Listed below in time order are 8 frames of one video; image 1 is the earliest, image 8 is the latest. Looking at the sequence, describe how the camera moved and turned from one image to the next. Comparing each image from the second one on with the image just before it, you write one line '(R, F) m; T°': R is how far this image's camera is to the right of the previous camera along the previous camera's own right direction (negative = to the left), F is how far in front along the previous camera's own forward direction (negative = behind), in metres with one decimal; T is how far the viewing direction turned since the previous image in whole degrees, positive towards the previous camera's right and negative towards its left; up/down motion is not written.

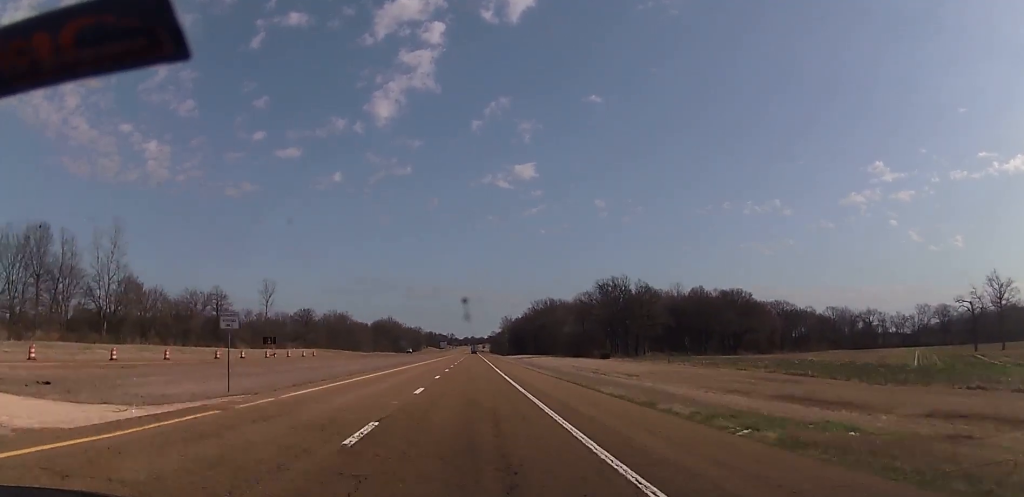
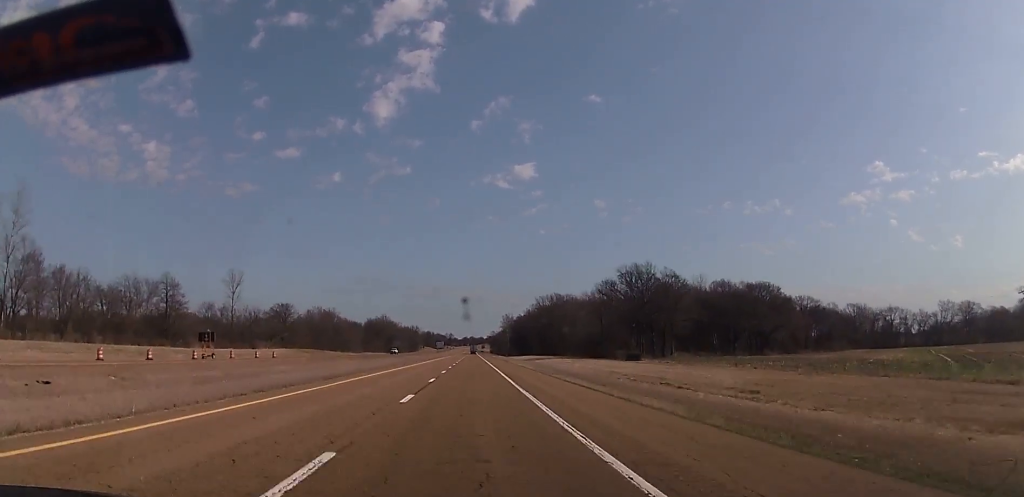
(0.0, +28.4) m; 0°
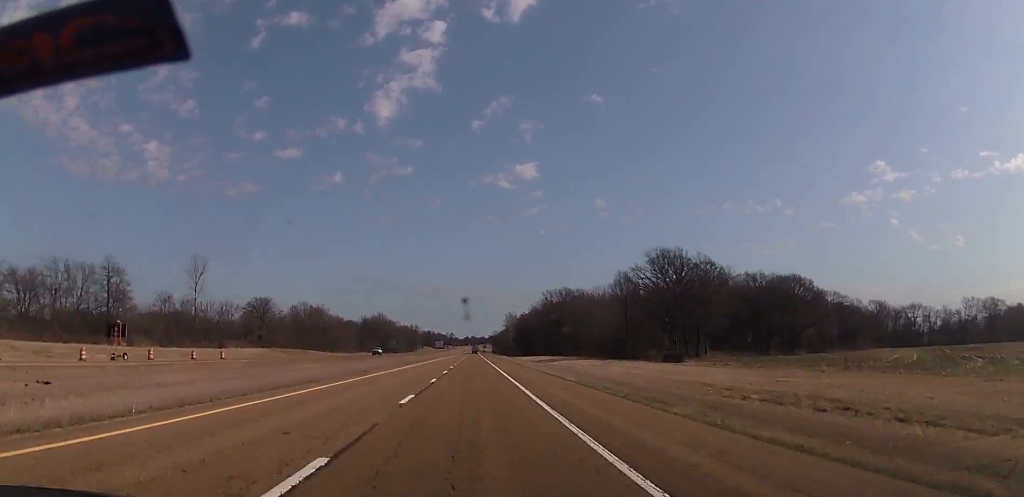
(+0.1, +24.9) m; 0°
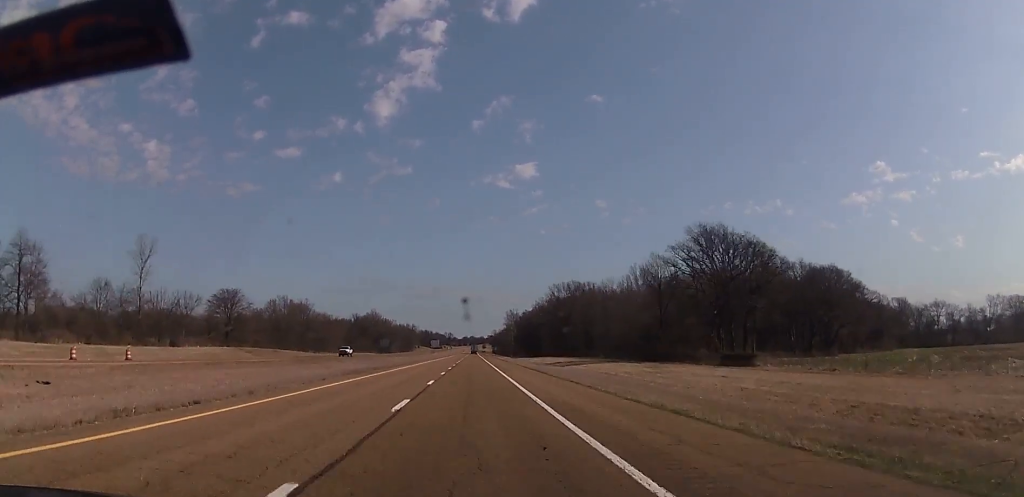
(+0.2, +26.1) m; 0°
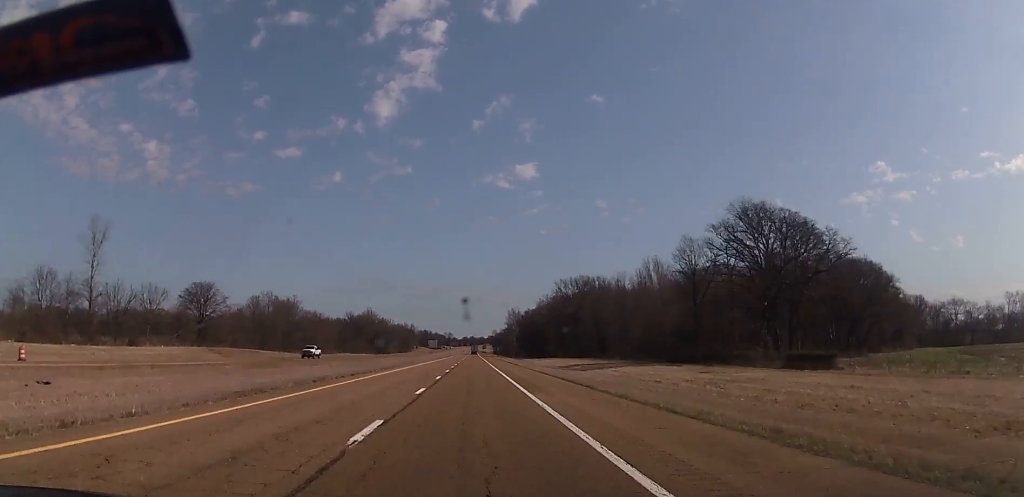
(0.0, +17.8) m; 0°
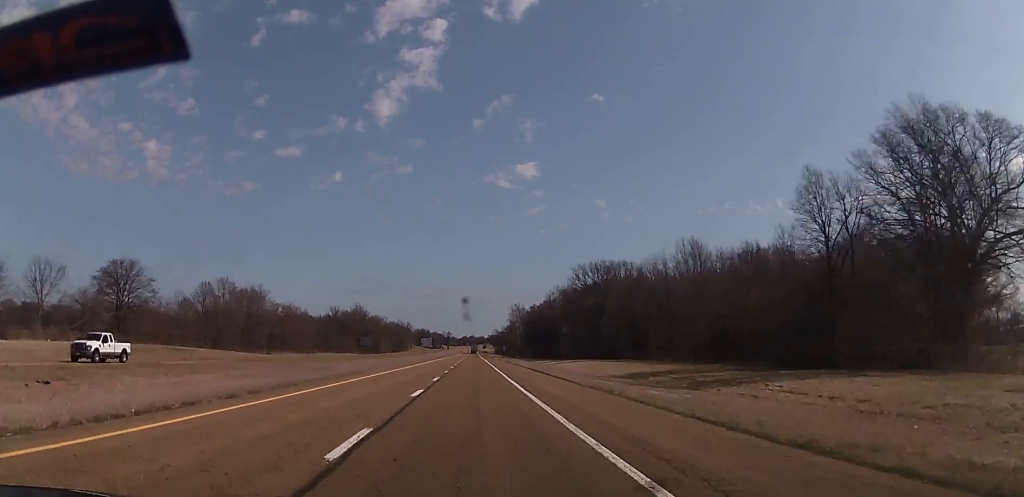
(0.0, +38.0) m; 0°
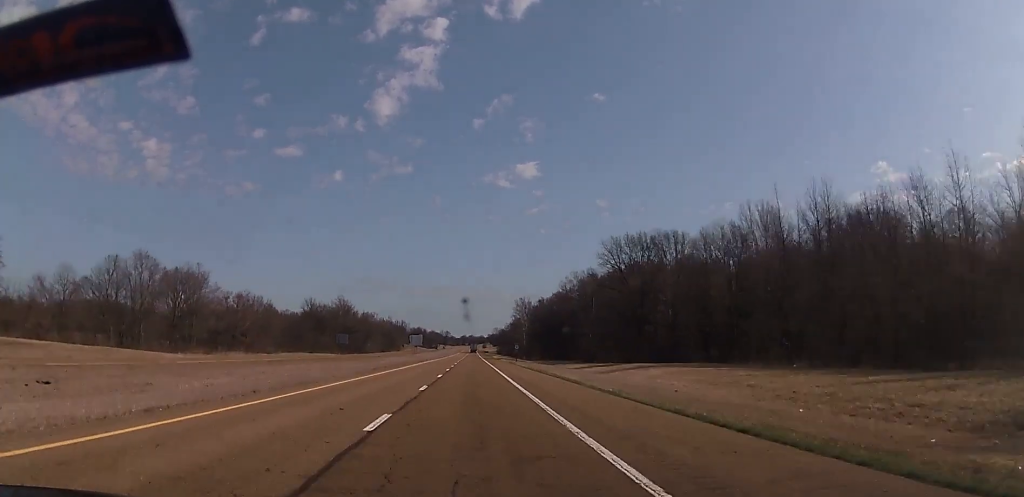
(0.0, +45.1) m; -1°
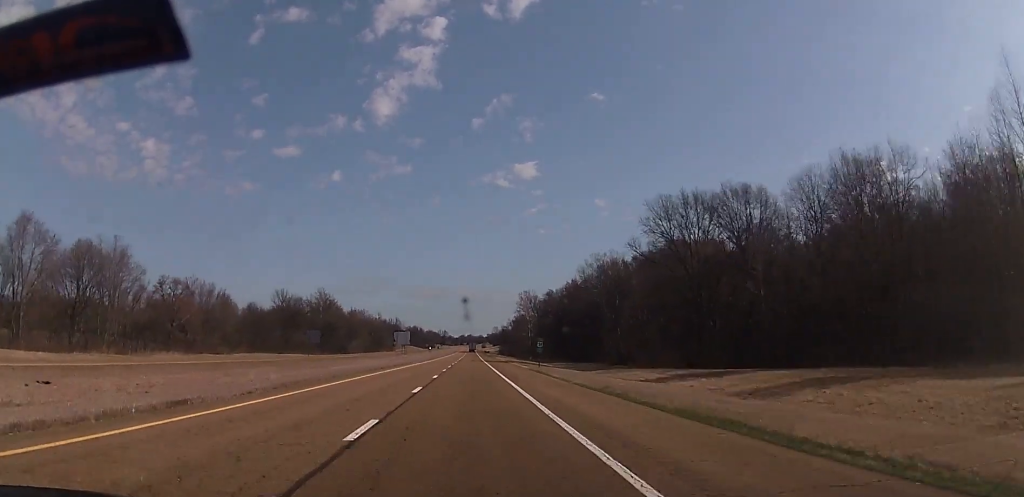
(-0.4, +38.1) m; -1°
